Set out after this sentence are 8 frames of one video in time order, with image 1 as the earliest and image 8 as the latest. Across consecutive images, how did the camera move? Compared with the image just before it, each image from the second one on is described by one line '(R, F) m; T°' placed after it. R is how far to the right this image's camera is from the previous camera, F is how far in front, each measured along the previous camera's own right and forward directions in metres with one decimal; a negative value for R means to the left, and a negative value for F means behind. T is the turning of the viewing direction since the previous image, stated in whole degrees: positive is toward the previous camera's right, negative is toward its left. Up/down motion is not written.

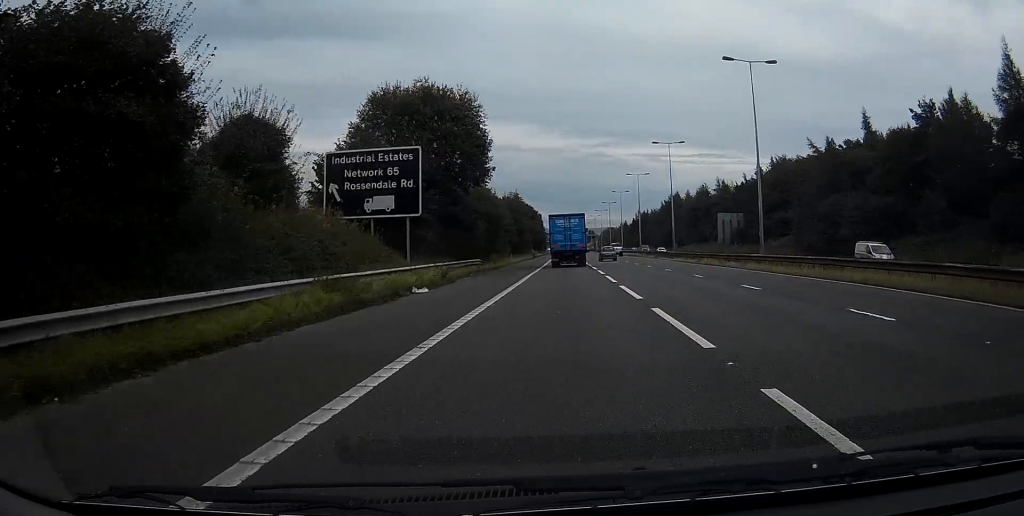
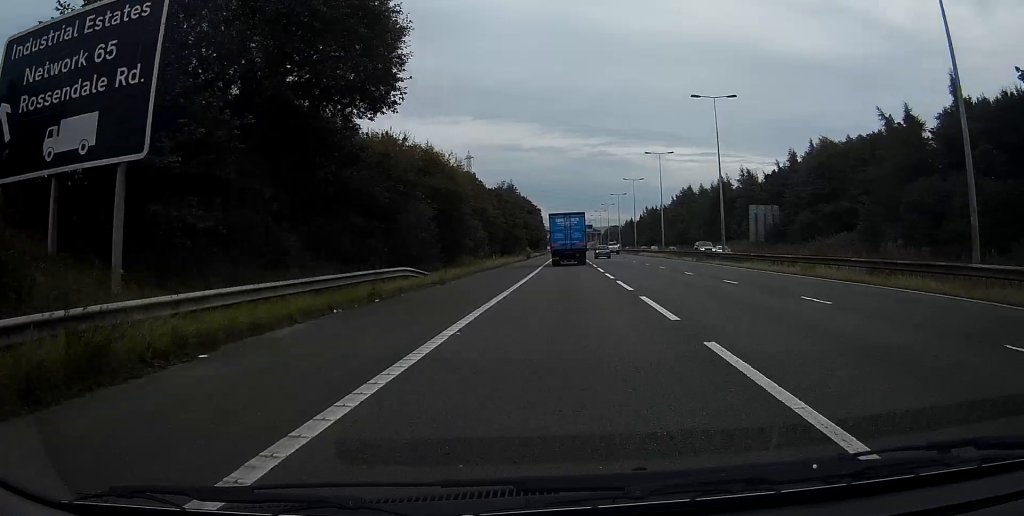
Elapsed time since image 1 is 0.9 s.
(0.0, +23.7) m; 0°
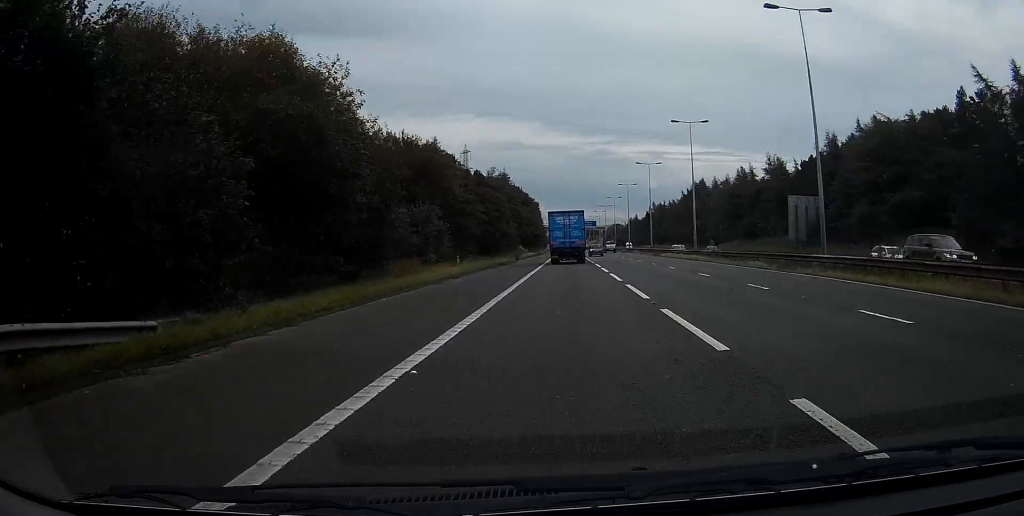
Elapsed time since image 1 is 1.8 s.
(-0.1, +21.2) m; 0°
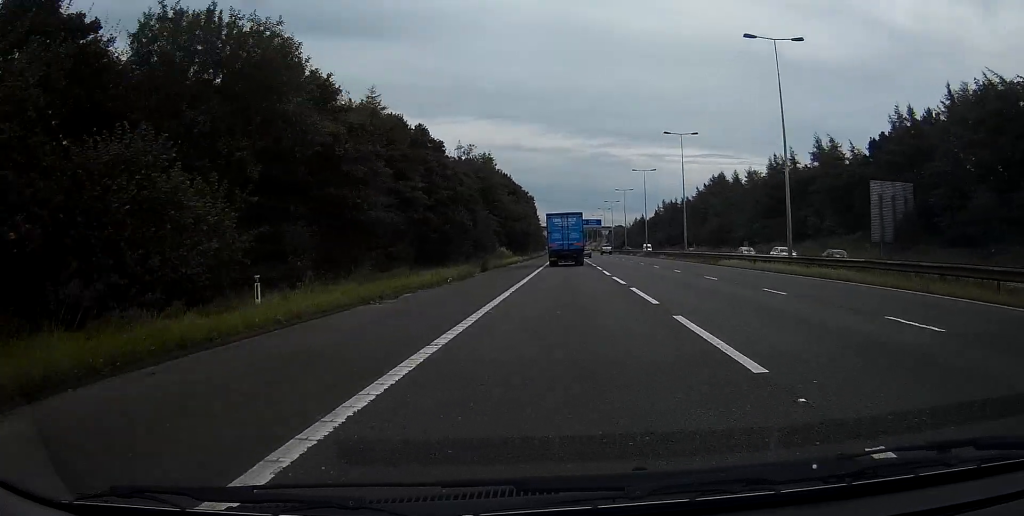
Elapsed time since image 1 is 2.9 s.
(+0.1, +28.2) m; 0°
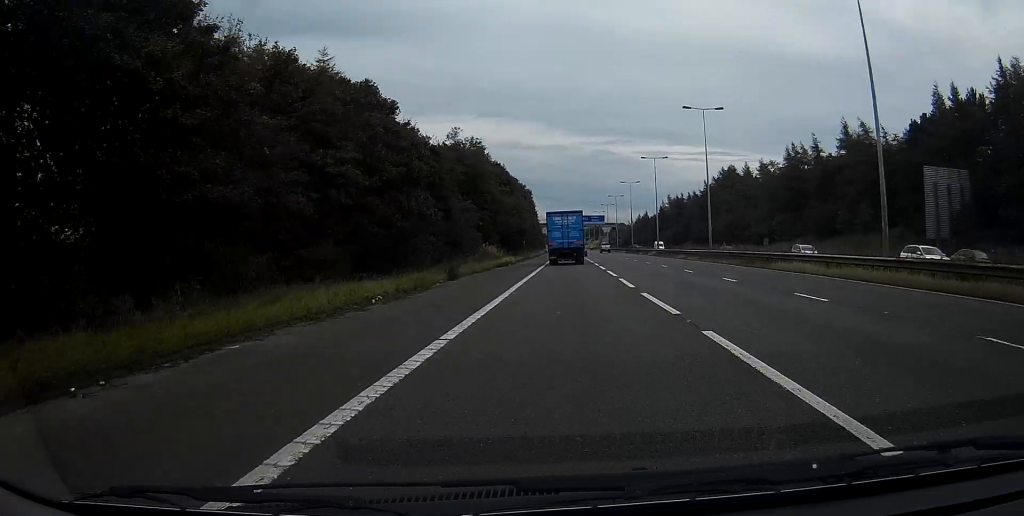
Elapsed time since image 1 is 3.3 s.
(0.0, +12.1) m; 0°
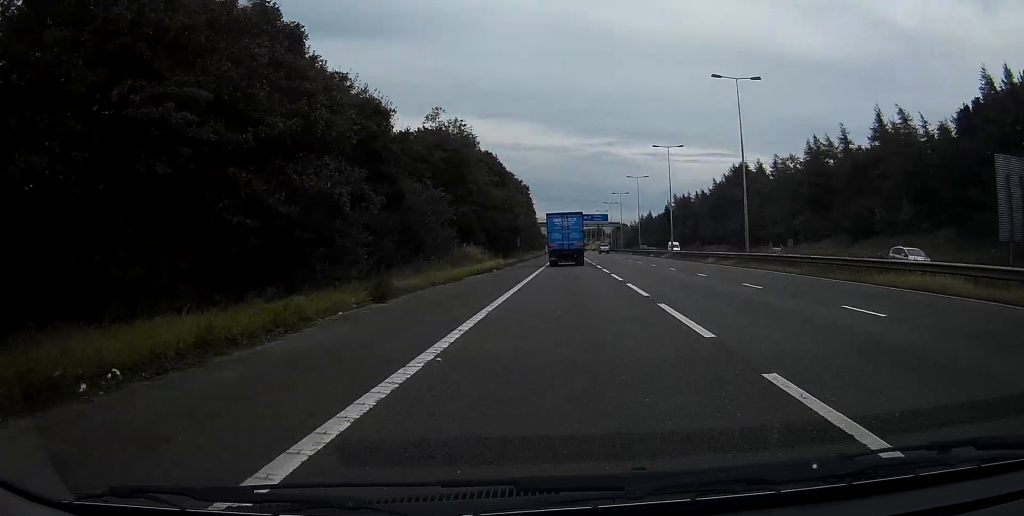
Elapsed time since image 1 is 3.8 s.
(-0.1, +12.1) m; 0°
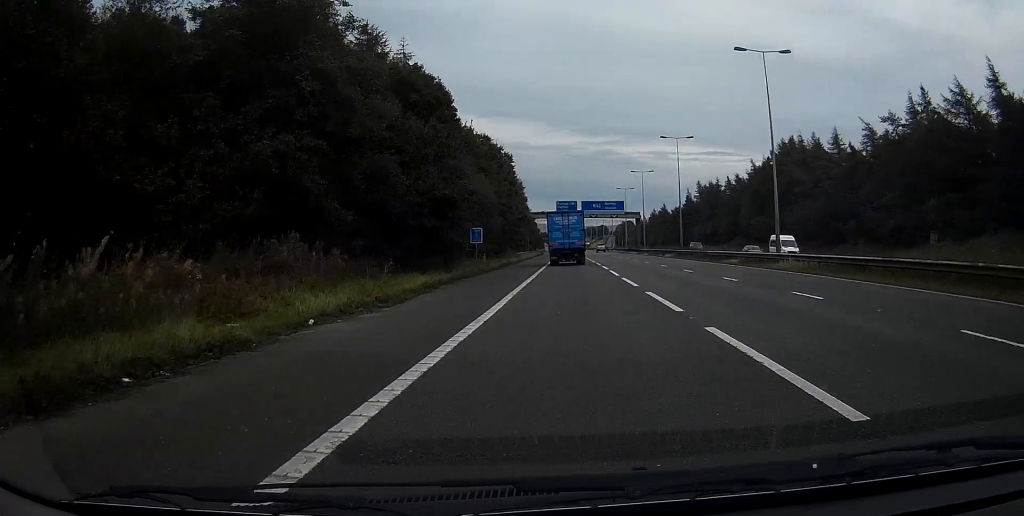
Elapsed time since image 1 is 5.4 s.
(-0.1, +40.8) m; 0°
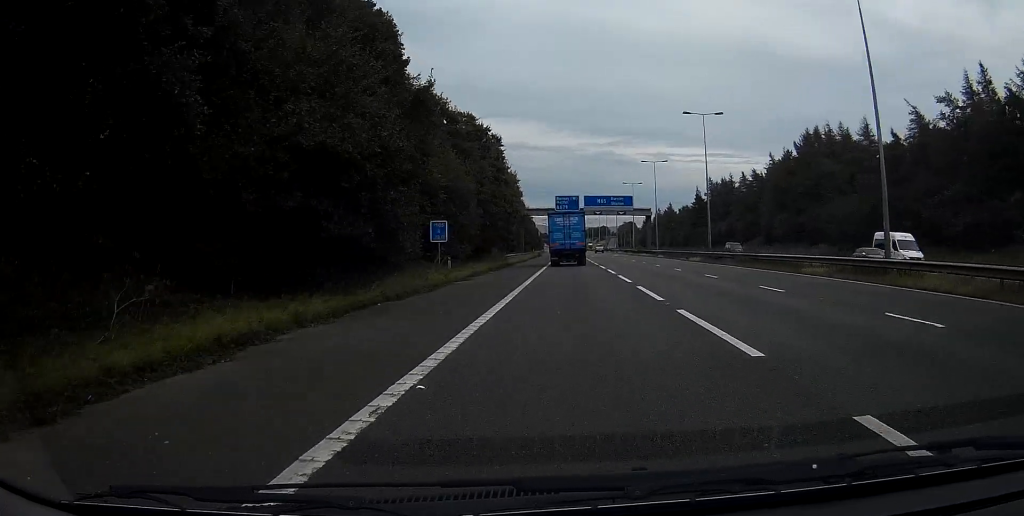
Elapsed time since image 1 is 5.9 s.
(0.0, +14.8) m; 0°
